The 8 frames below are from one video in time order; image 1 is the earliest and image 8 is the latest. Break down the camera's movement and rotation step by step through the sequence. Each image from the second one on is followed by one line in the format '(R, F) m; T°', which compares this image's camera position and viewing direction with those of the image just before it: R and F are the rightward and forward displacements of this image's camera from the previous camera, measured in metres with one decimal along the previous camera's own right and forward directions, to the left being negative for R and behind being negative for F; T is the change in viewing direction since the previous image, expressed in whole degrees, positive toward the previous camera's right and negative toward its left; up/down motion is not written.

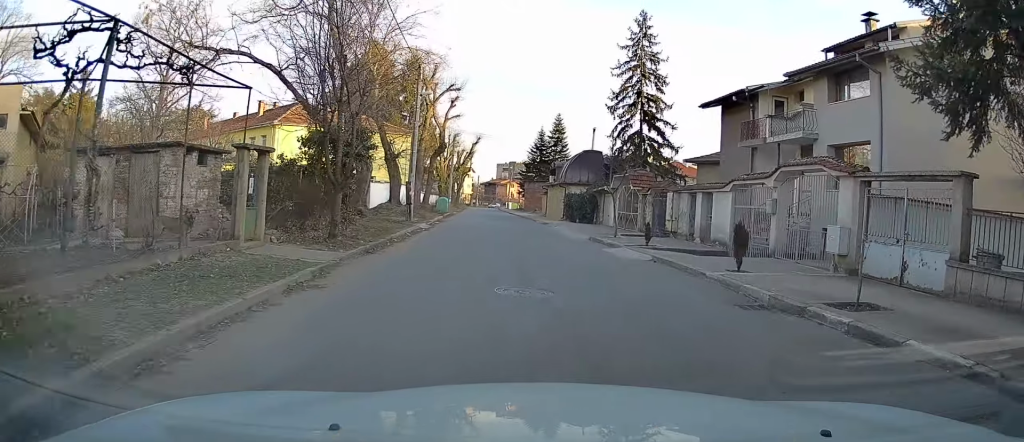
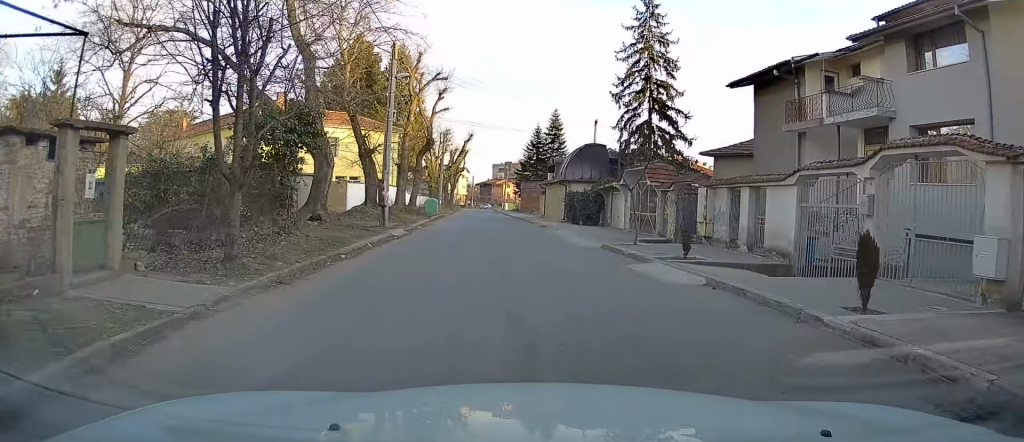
(+0.1, +4.7) m; 0°
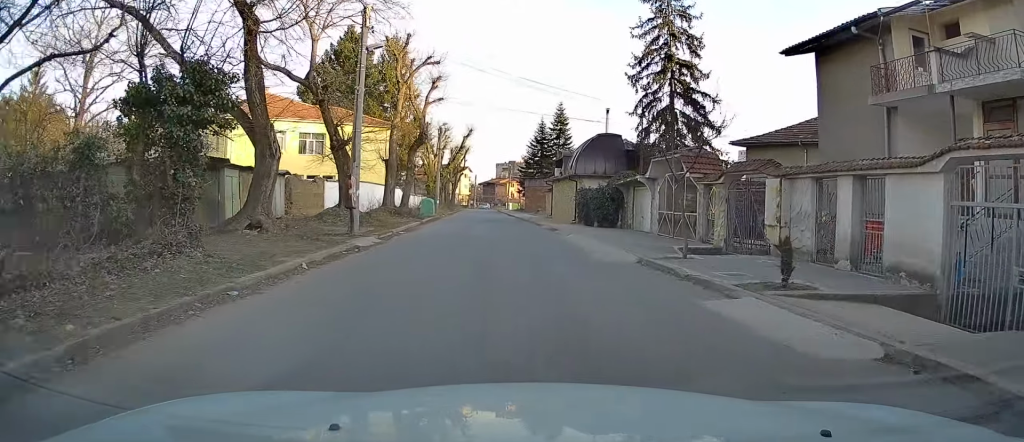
(-0.1, +5.5) m; -3°
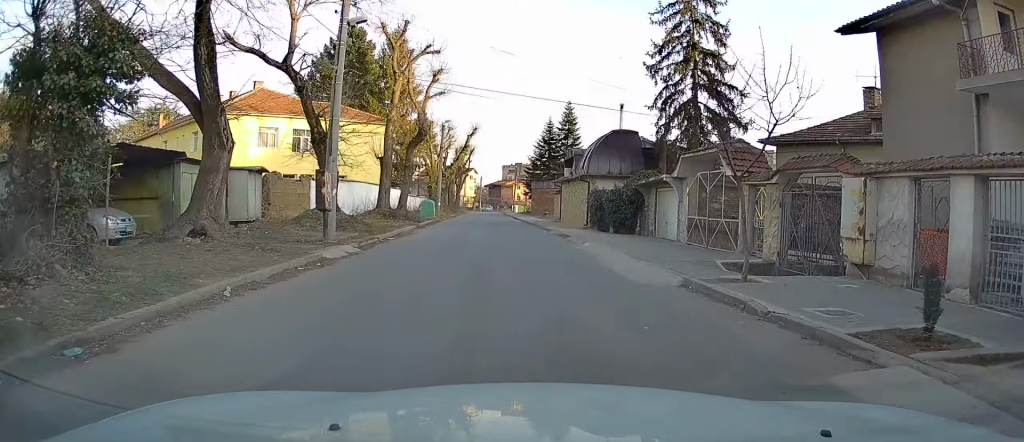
(-0.1, +3.6) m; -1°
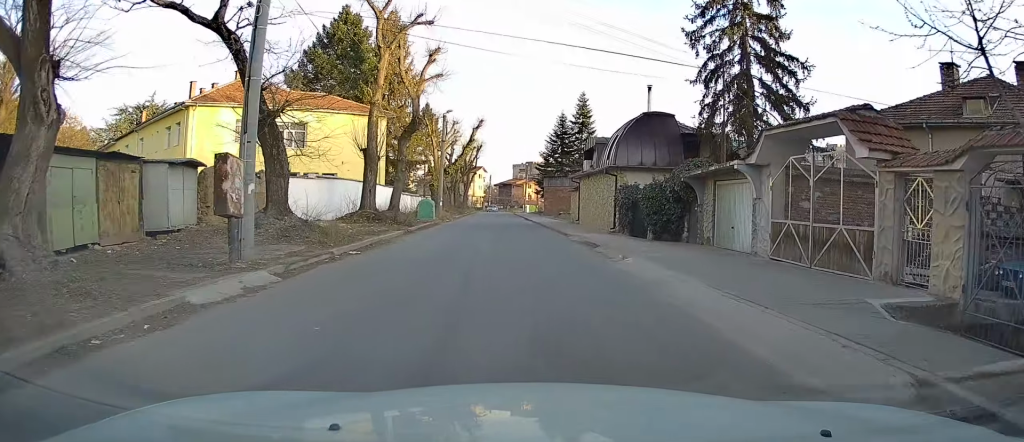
(-0.1, +6.7) m; 0°
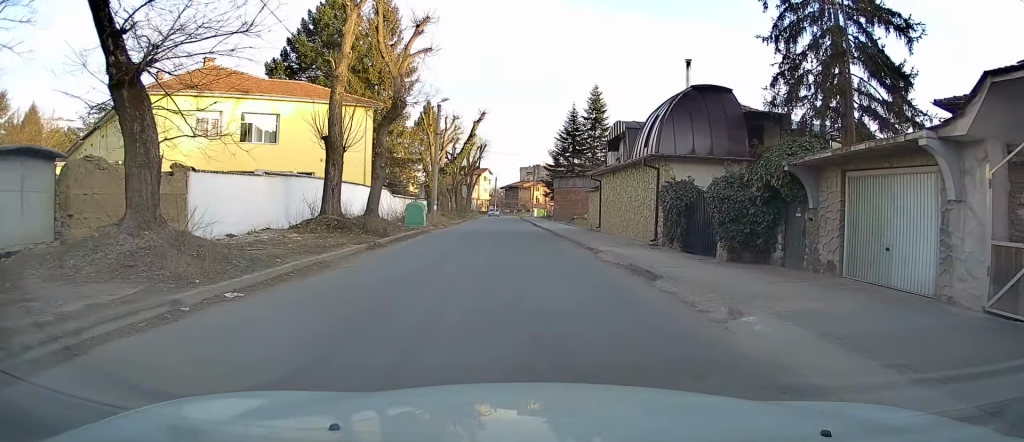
(+0.1, +7.6) m; -2°
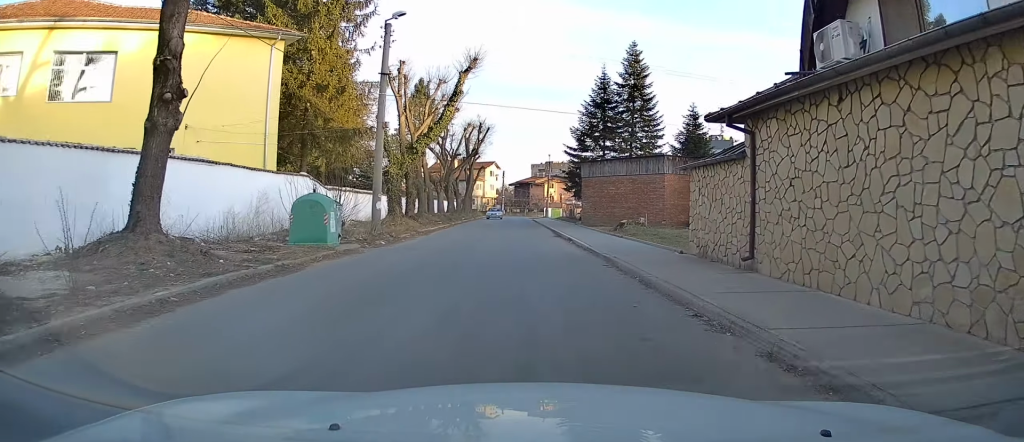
(-0.2, +20.0) m; +1°
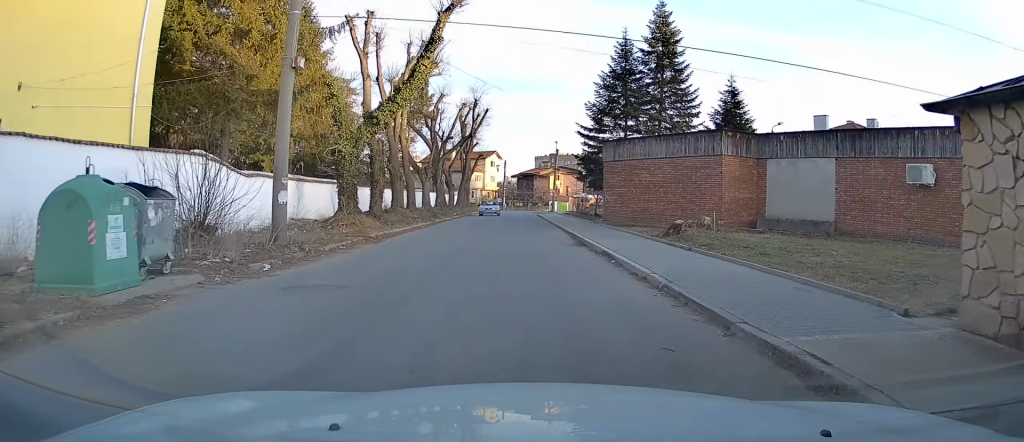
(-0.1, +10.1) m; -1°
